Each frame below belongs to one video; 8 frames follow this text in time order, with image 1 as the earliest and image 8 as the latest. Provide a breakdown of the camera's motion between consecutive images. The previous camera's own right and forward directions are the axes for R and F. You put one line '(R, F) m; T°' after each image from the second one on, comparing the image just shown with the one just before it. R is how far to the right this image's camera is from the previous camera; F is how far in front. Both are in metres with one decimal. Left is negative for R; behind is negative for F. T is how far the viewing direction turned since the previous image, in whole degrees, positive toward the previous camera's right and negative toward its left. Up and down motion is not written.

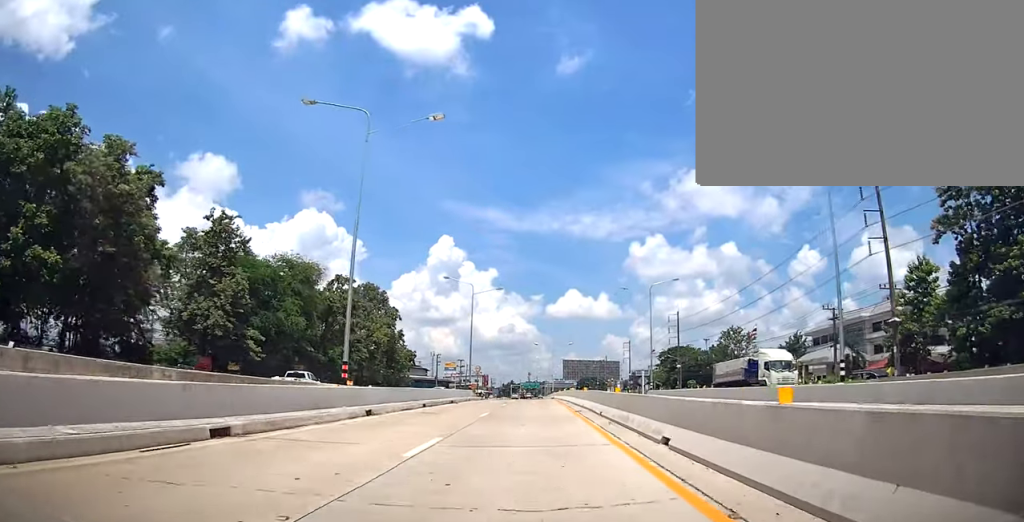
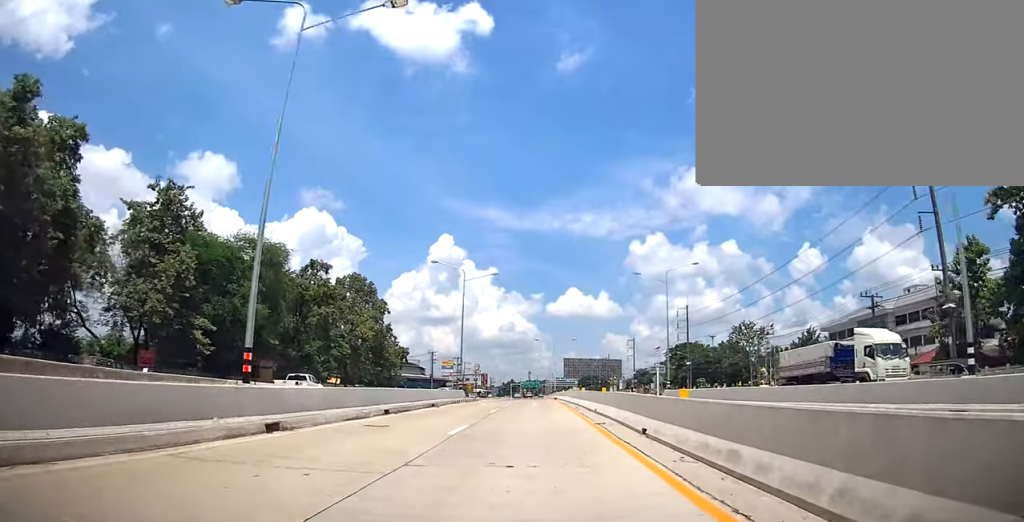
(-0.1, +8.0) m; 0°
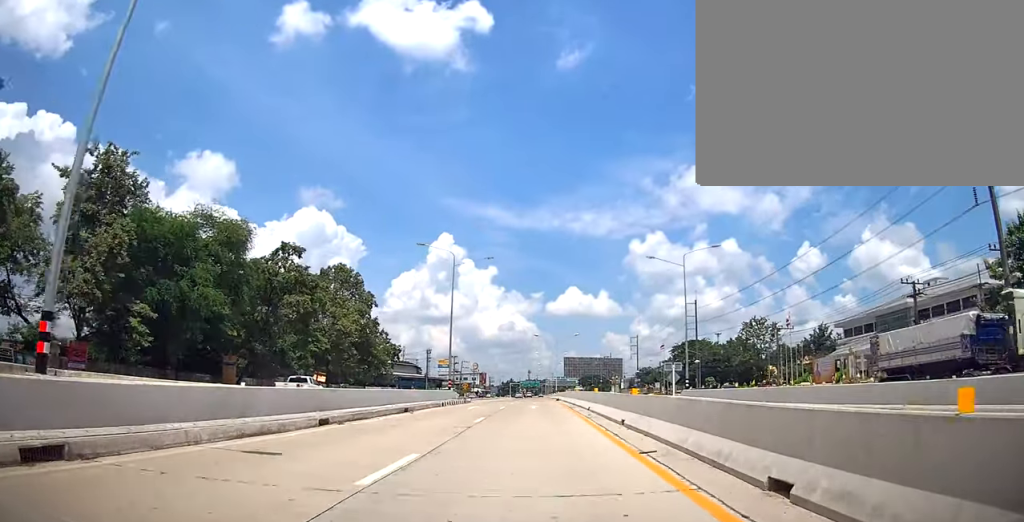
(-0.1, +7.1) m; 0°
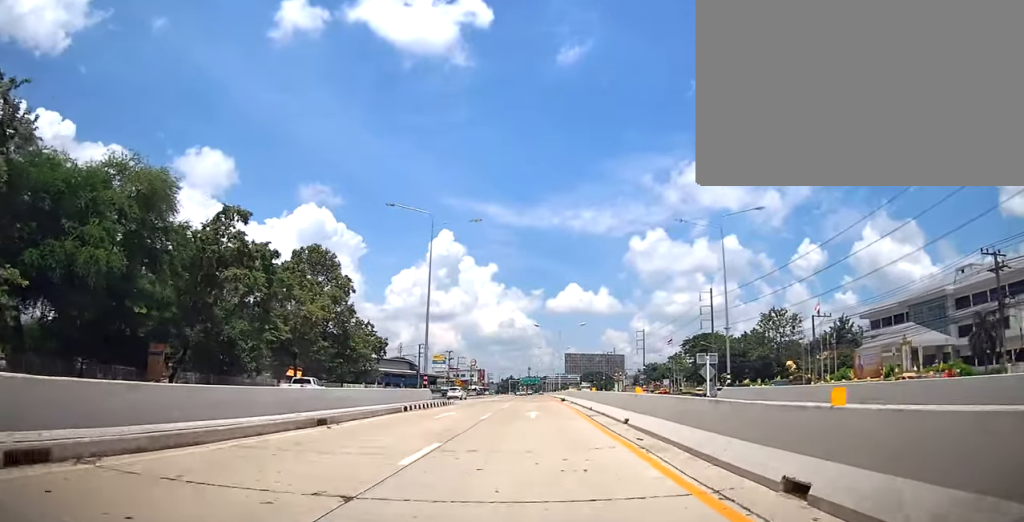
(+0.1, +10.8) m; 0°
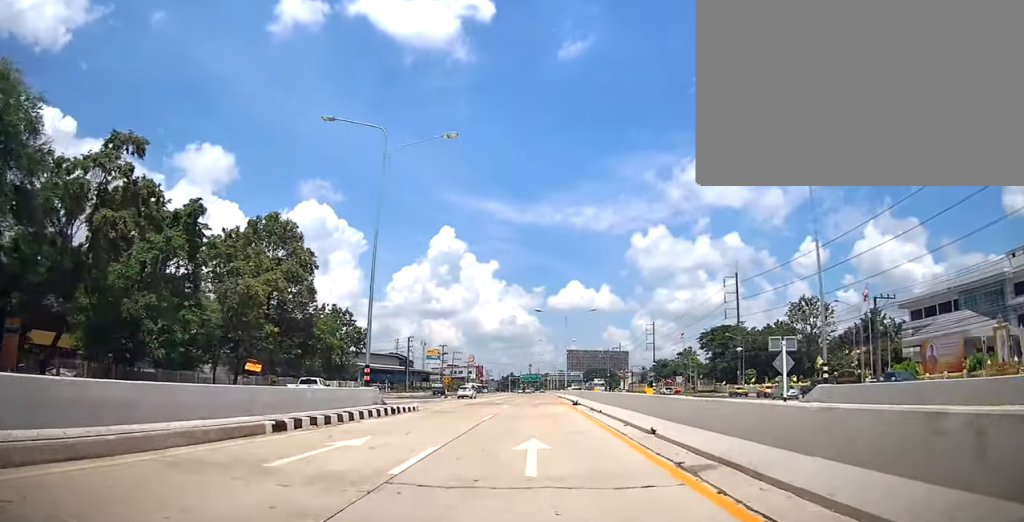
(+0.2, +13.6) m; 0°
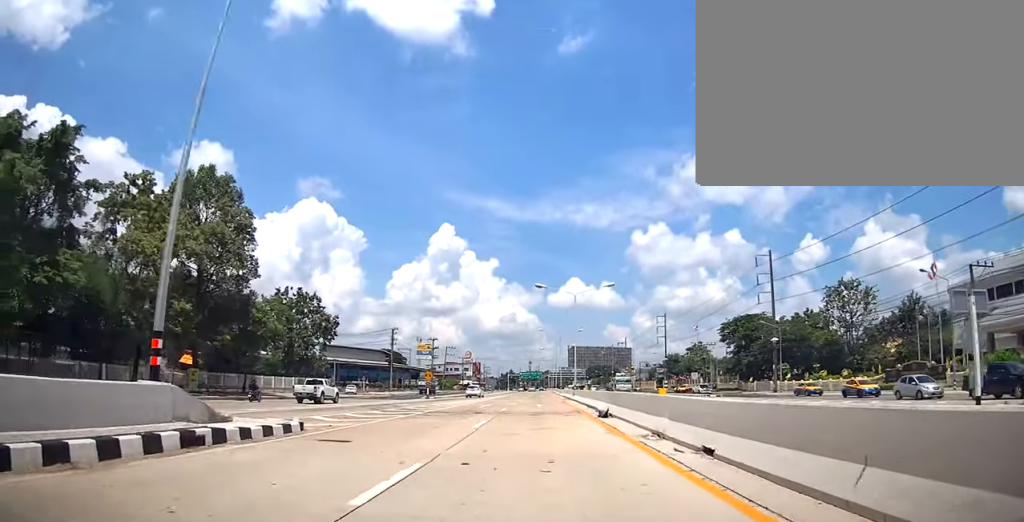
(-0.4, +14.3) m; 0°
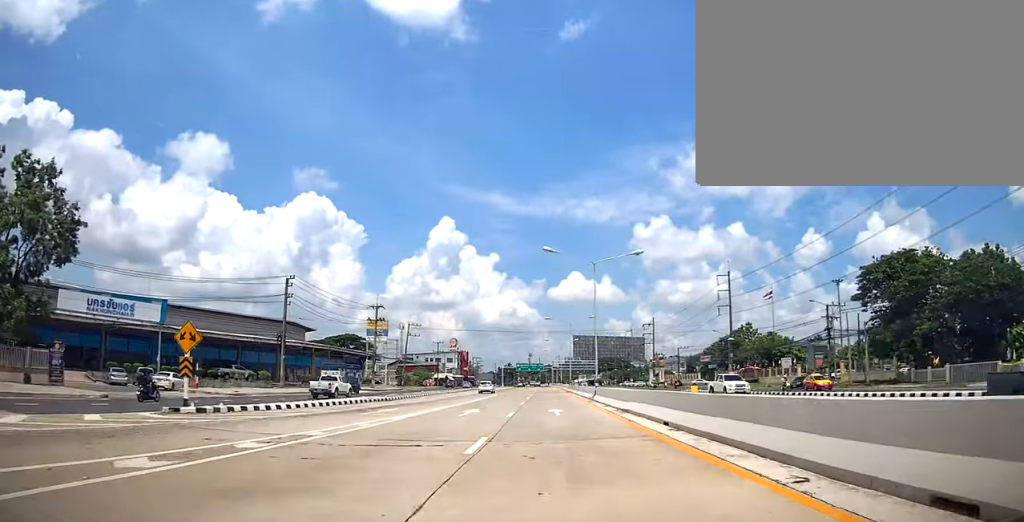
(0.0, +48.0) m; -1°
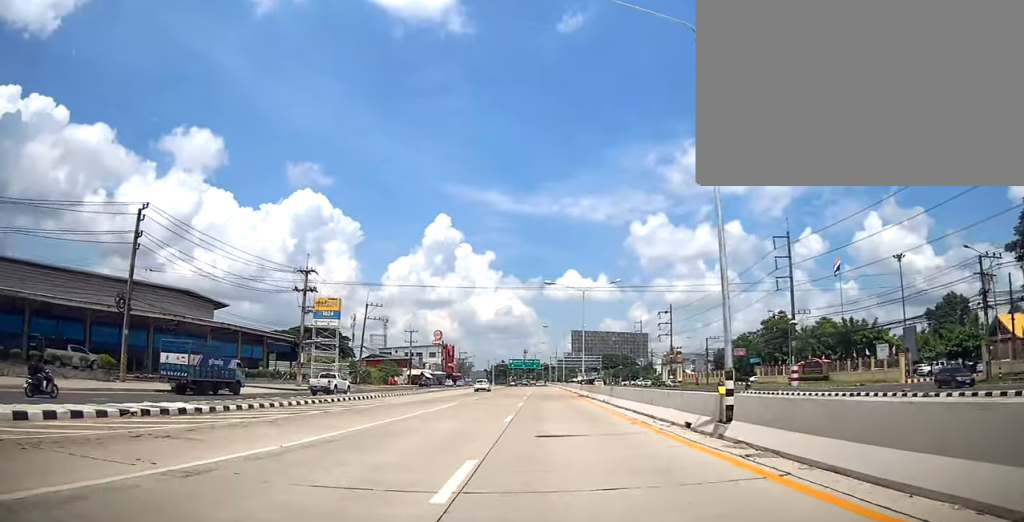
(-0.5, +25.1) m; +1°
